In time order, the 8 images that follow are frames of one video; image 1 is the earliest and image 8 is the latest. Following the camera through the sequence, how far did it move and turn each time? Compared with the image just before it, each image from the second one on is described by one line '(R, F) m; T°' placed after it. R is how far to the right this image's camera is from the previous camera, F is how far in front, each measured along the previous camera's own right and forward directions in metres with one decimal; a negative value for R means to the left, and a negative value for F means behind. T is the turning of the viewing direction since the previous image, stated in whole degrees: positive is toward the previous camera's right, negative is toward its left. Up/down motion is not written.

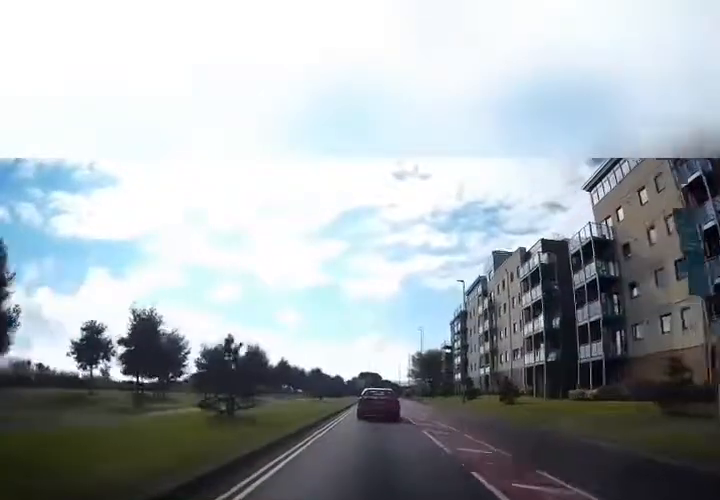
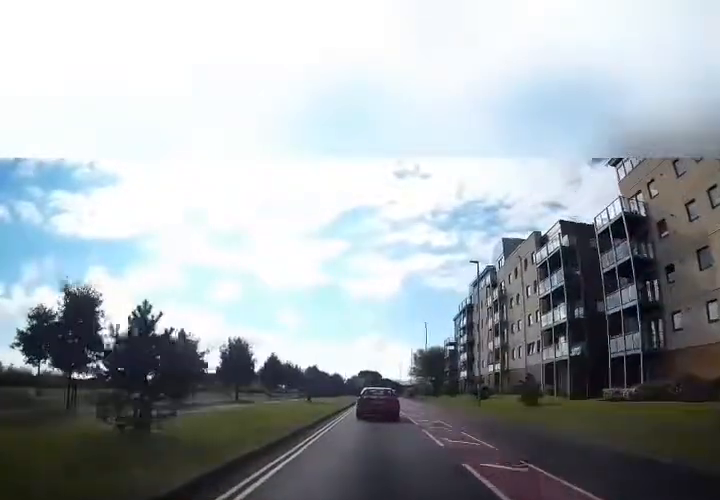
(0.0, +5.2) m; 0°
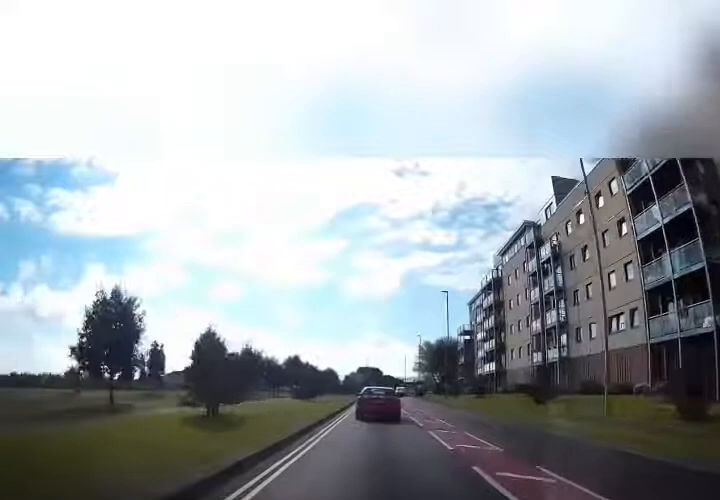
(+0.3, +17.5) m; +1°
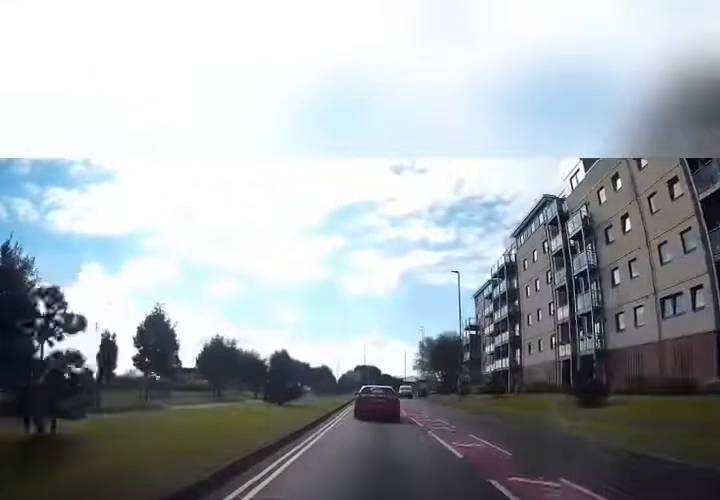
(0.0, +6.8) m; -1°
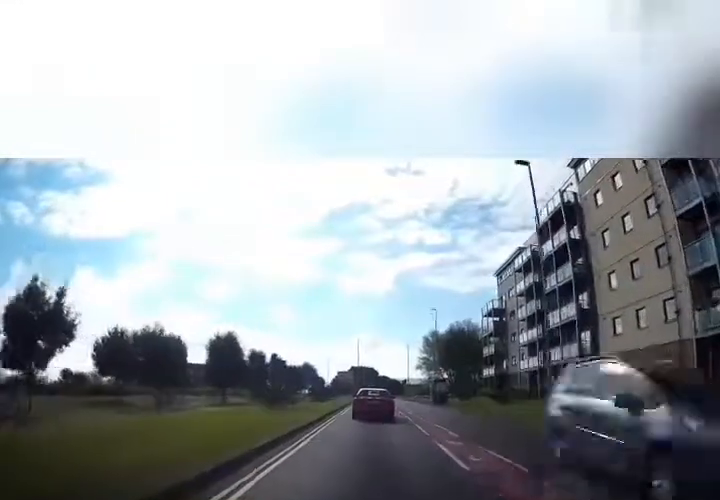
(-0.5, +18.3) m; -1°
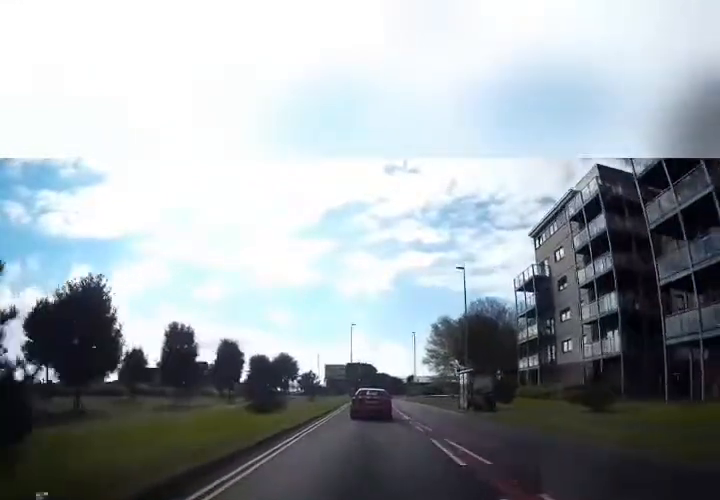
(0.0, +17.0) m; 0°
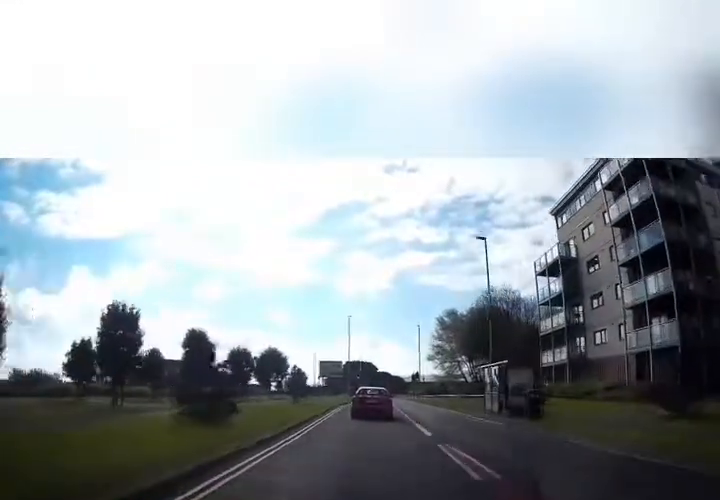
(+0.1, +6.6) m; 0°
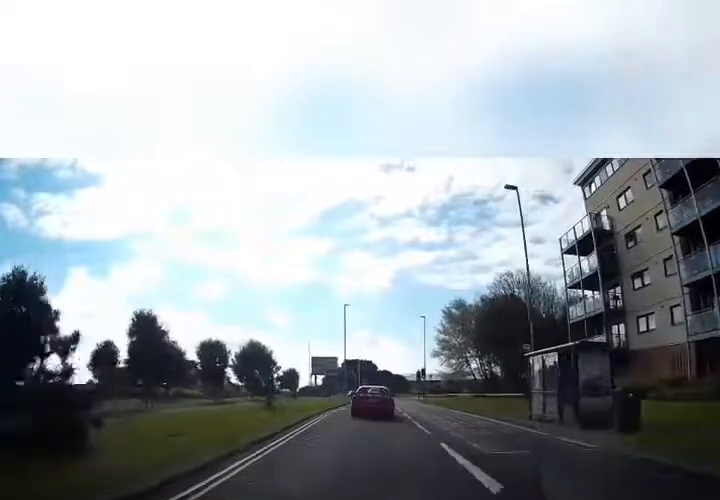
(+0.3, +6.8) m; +1°
